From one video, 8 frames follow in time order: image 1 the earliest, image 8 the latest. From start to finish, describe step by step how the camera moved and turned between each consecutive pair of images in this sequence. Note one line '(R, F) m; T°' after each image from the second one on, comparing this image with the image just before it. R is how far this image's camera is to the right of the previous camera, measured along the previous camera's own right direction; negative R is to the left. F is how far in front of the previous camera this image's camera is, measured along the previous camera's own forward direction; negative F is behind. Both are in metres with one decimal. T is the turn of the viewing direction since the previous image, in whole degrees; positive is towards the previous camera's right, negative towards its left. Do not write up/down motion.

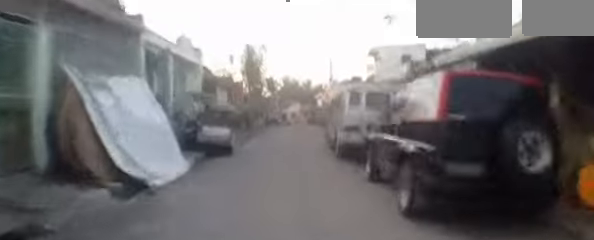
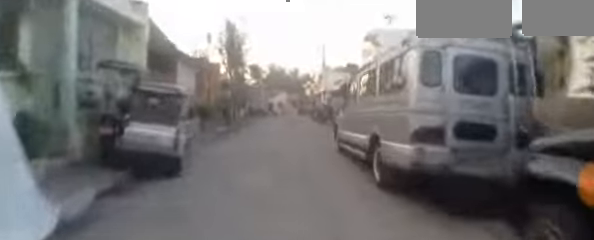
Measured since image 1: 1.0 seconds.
(-0.2, +4.0) m; +1°
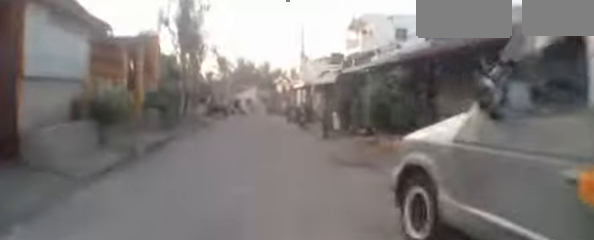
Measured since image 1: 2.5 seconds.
(+0.8, +5.6) m; +12°
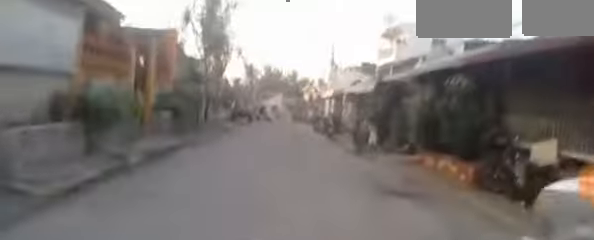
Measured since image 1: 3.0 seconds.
(+0.2, +1.9) m; +2°
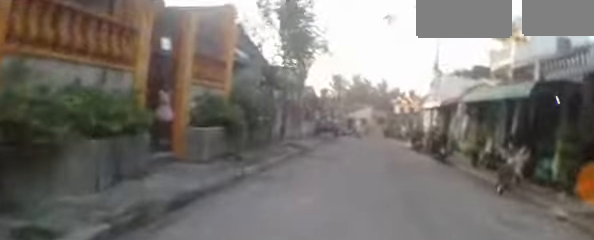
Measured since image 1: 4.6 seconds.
(-0.4, +4.7) m; -10°
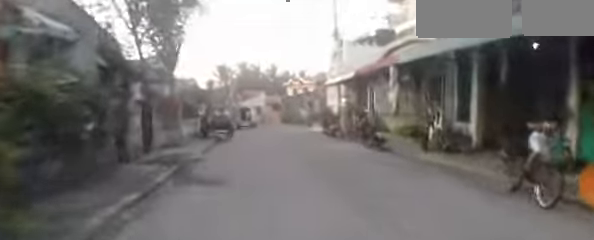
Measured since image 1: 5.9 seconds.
(-0.4, +4.3) m; +2°
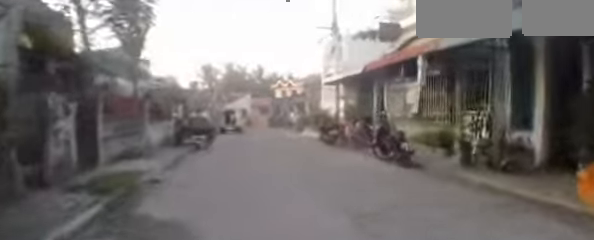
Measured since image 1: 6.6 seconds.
(+0.4, +2.5) m; +3°
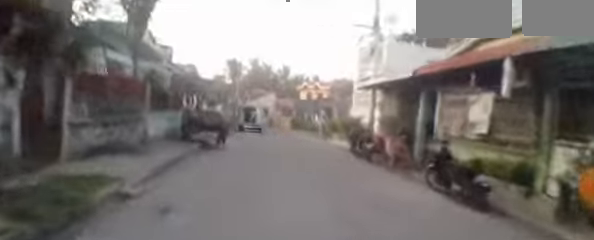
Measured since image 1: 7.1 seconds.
(+0.1, +1.9) m; +2°
